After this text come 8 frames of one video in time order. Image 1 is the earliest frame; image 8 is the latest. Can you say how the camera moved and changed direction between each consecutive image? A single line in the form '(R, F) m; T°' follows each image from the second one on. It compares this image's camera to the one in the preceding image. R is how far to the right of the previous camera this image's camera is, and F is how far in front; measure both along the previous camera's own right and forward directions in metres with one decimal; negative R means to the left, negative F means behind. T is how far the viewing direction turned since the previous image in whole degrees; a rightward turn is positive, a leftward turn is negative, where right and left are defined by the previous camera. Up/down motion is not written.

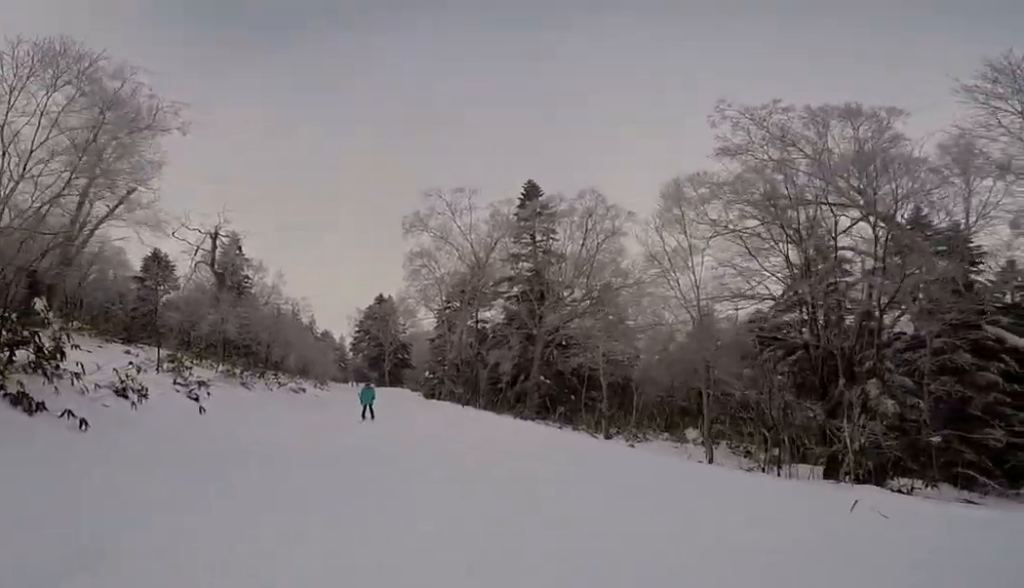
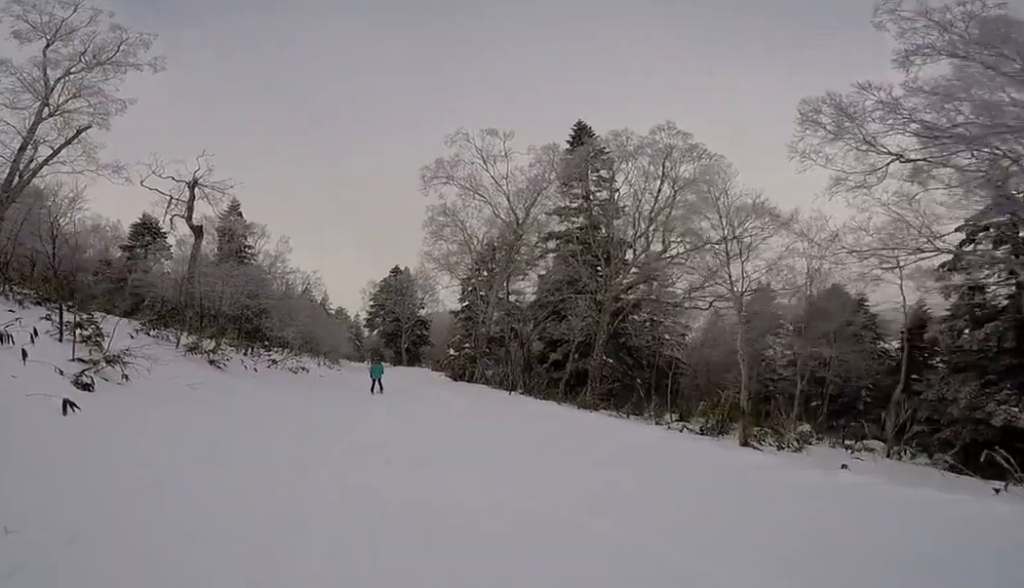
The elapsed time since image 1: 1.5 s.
(0.0, +6.1) m; 0°
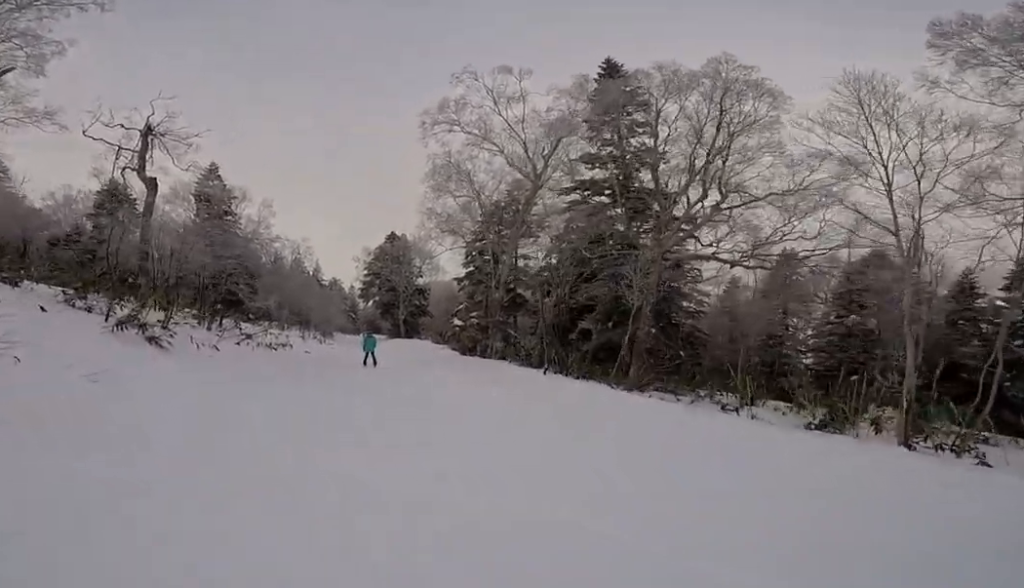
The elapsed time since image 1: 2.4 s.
(0.0, +4.1) m; -8°
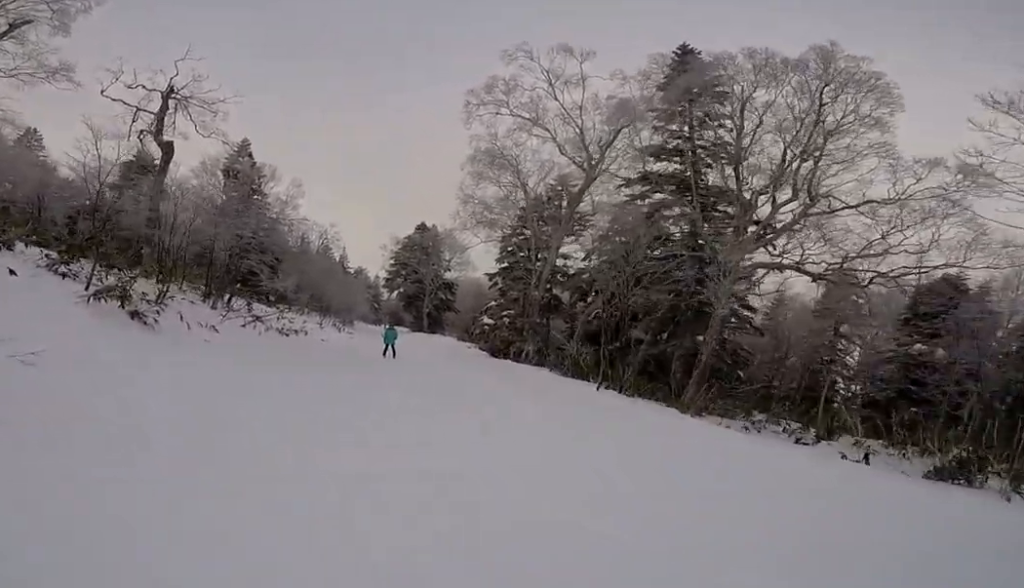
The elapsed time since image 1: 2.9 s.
(+0.3, +2.1) m; -7°
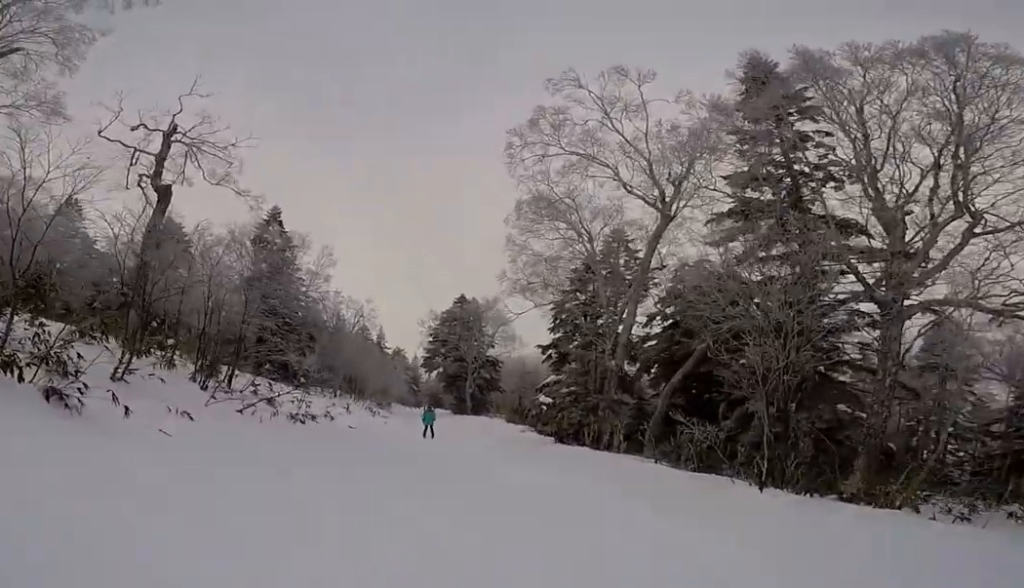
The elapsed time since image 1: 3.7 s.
(-0.9, +3.9) m; -2°
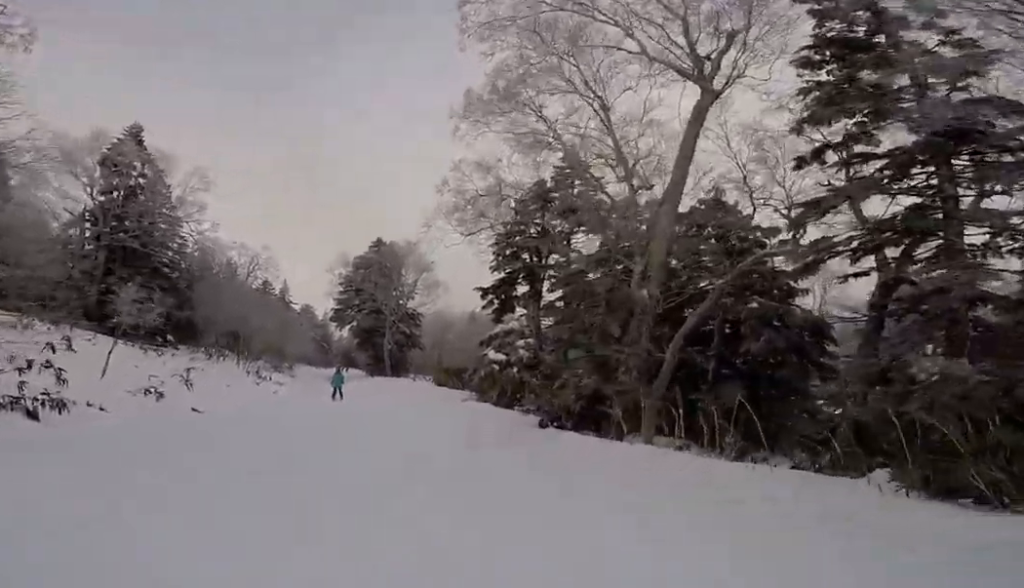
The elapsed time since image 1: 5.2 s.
(+1.3, +7.5) m; +16°
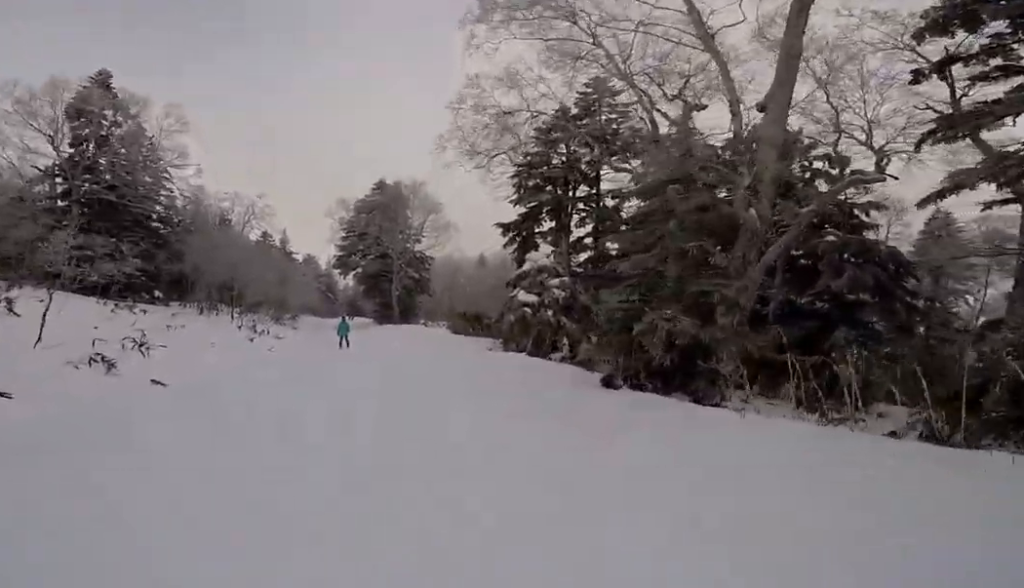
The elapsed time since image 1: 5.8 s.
(+0.1, +2.7) m; +1°
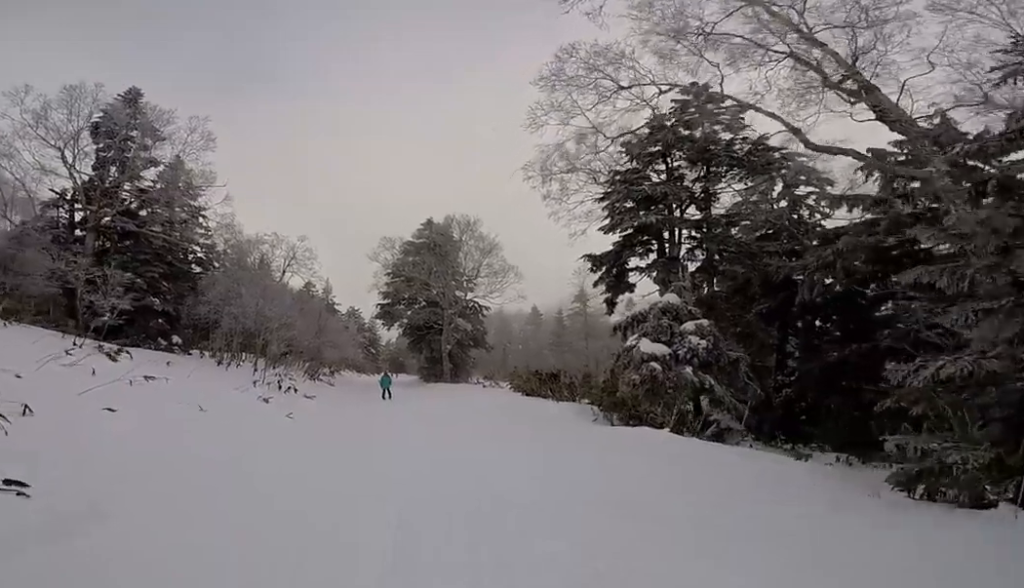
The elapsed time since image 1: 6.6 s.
(0.0, +4.7) m; 0°
